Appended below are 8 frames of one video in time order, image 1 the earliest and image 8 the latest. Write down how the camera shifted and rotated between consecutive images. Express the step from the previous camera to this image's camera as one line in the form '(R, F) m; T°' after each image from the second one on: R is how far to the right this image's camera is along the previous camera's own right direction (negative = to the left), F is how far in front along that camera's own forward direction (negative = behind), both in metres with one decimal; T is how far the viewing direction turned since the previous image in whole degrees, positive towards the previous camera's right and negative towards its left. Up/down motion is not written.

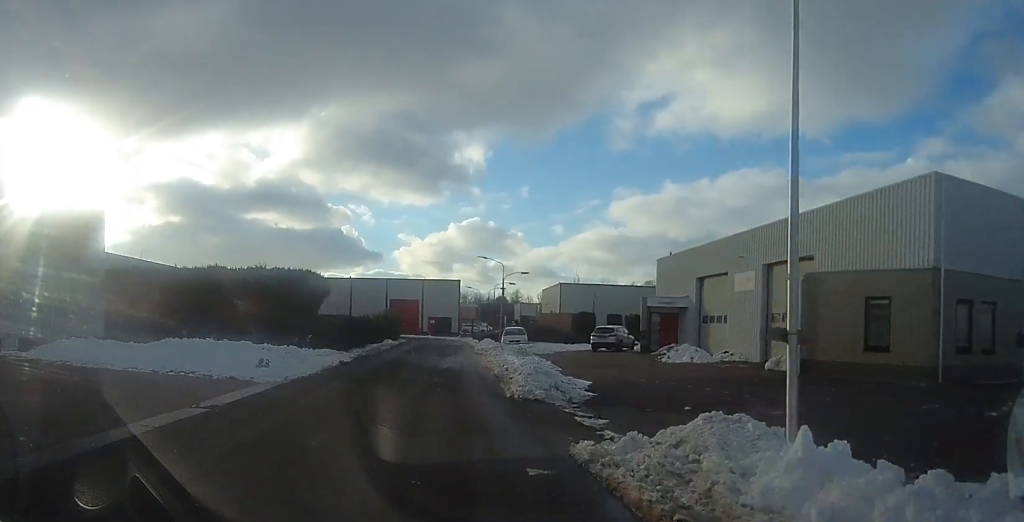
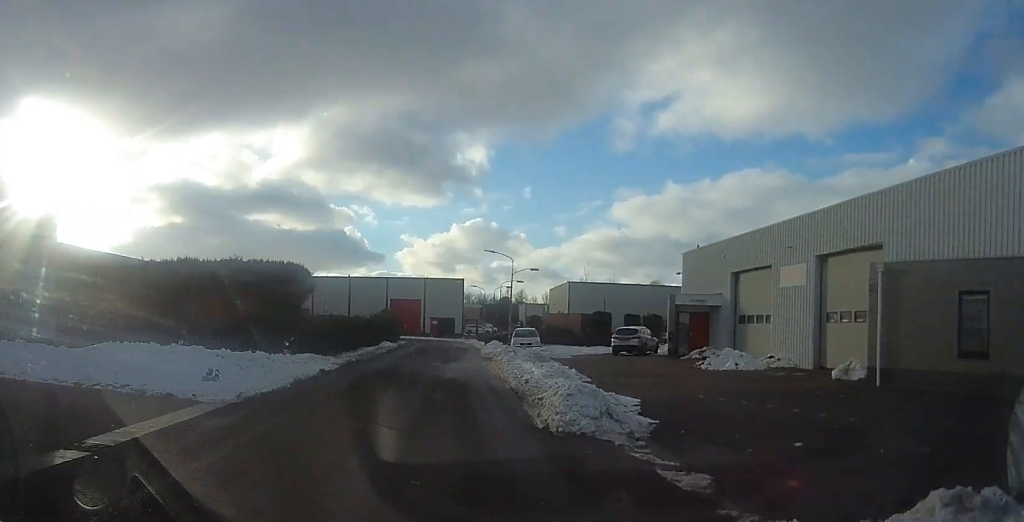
(+0.5, +3.8) m; +2°
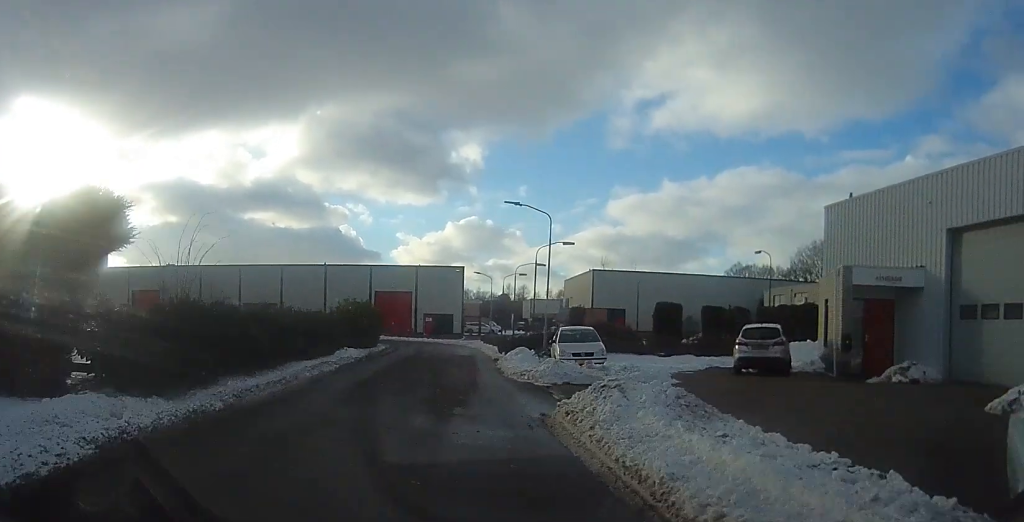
(-0.9, +14.0) m; -2°
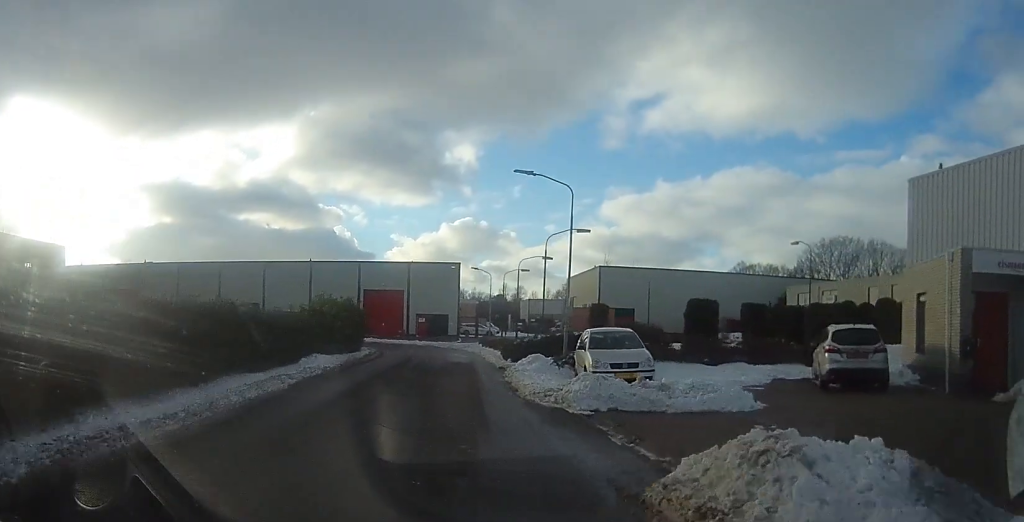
(0.0, +4.9) m; +3°
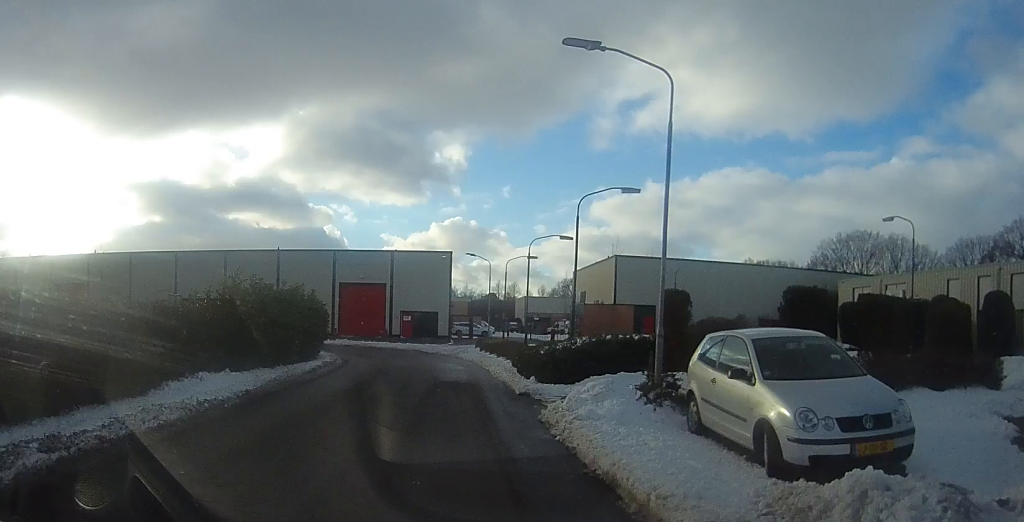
(+0.6, +8.7) m; +2°
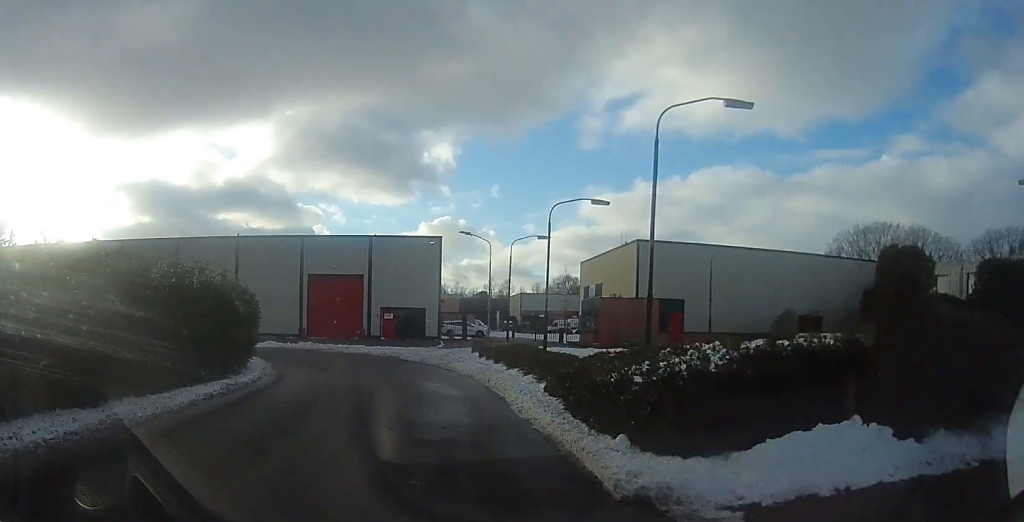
(-0.5, +8.4) m; -7°
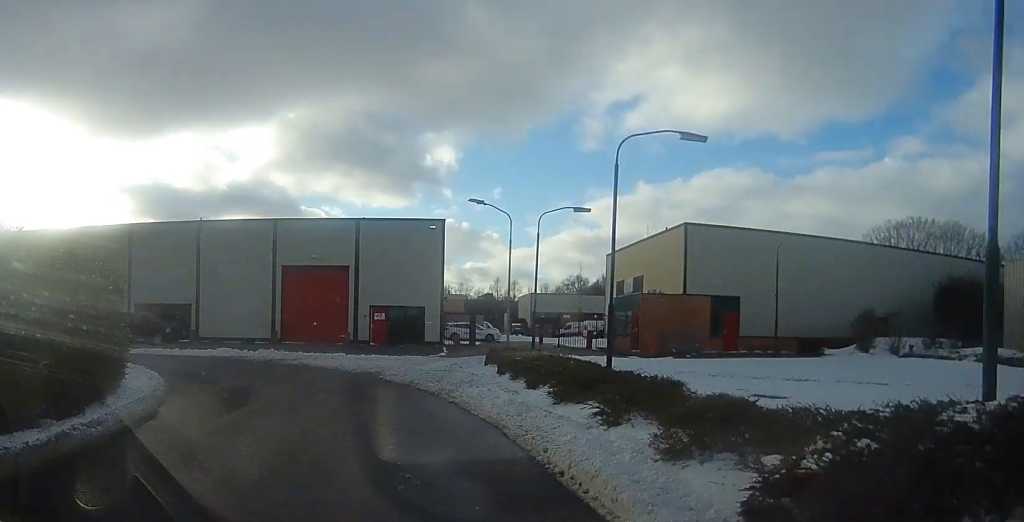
(-0.3, +8.1) m; +3°
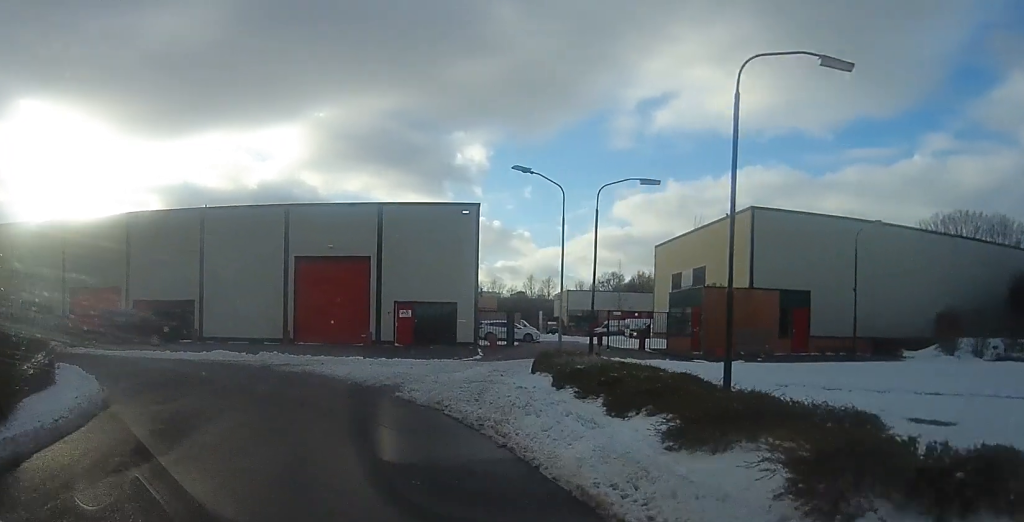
(+0.3, +4.4) m; -2°
